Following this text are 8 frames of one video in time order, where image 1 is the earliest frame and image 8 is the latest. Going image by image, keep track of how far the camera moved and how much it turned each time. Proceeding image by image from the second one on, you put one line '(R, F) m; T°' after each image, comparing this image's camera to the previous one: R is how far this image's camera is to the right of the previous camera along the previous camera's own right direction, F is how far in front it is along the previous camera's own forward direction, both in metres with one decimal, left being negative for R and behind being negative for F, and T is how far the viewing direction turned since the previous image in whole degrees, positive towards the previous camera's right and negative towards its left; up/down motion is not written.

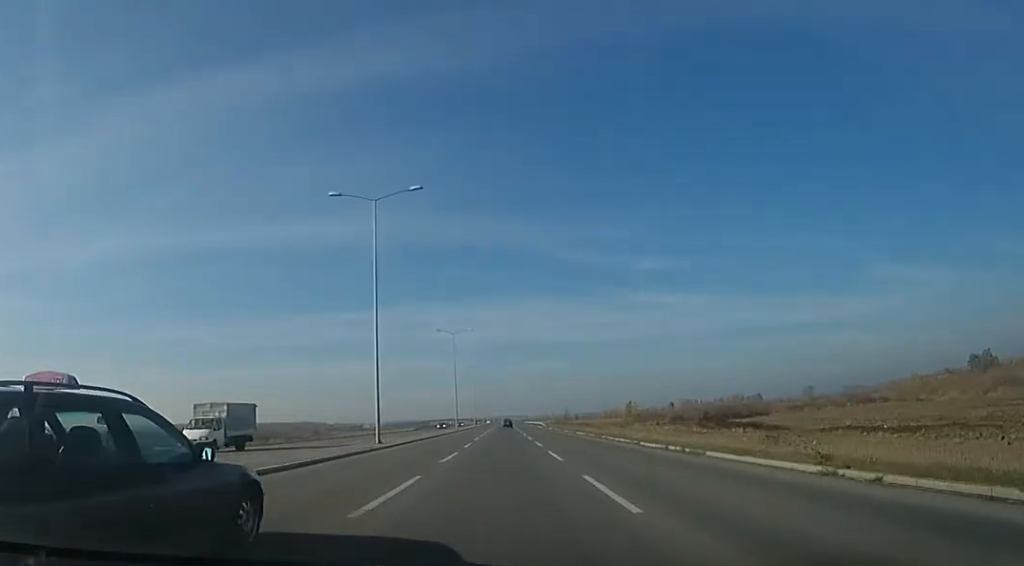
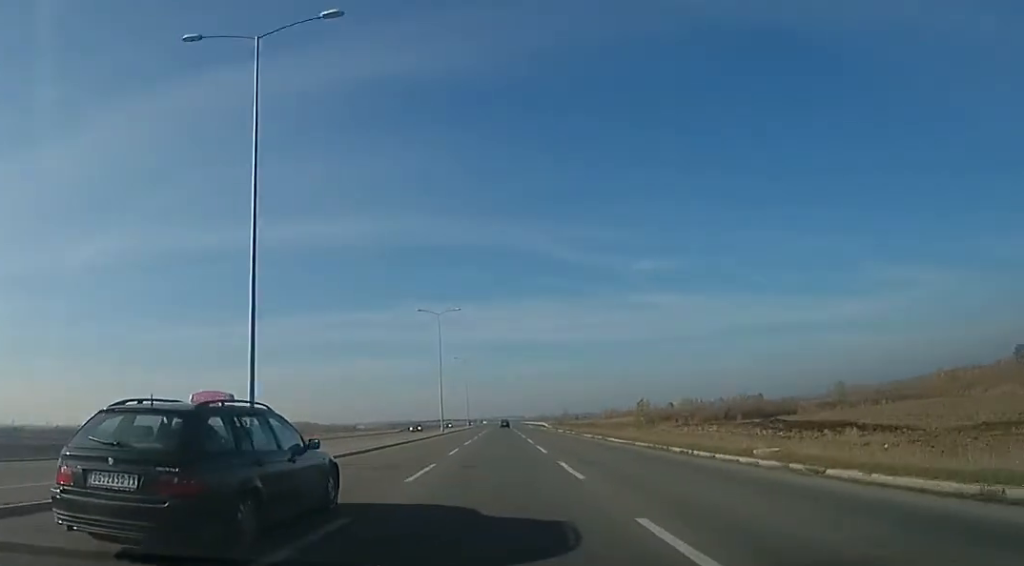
(+0.1, +15.7) m; 0°
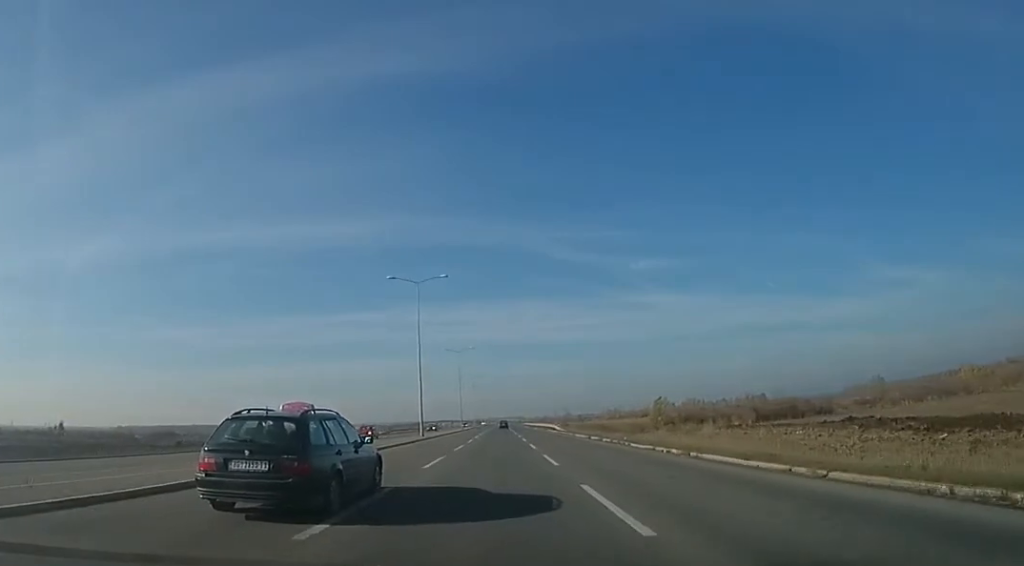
(0.0, +16.1) m; -1°
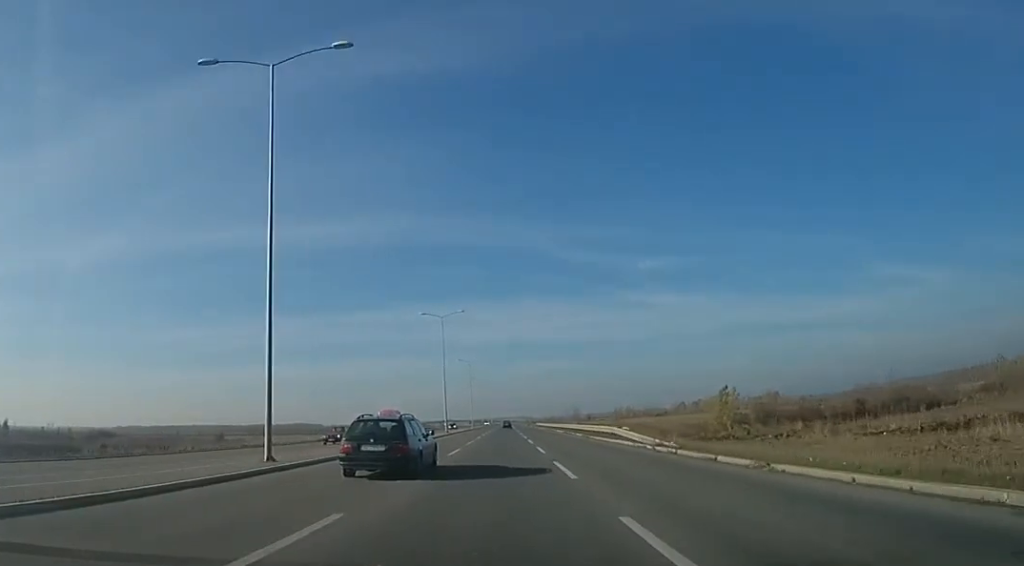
(-1.6, +34.3) m; -3°
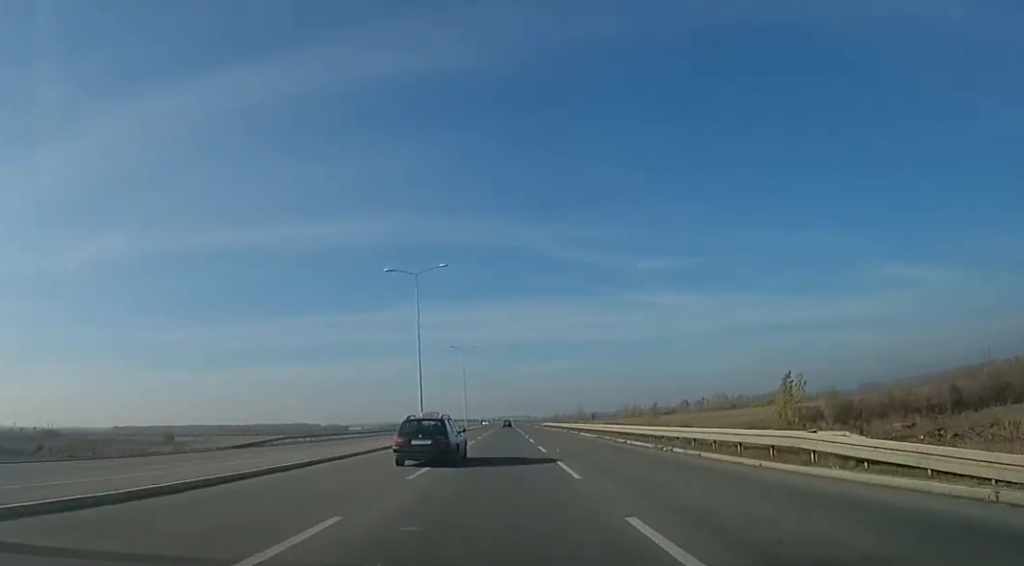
(+0.6, +20.5) m; +2°
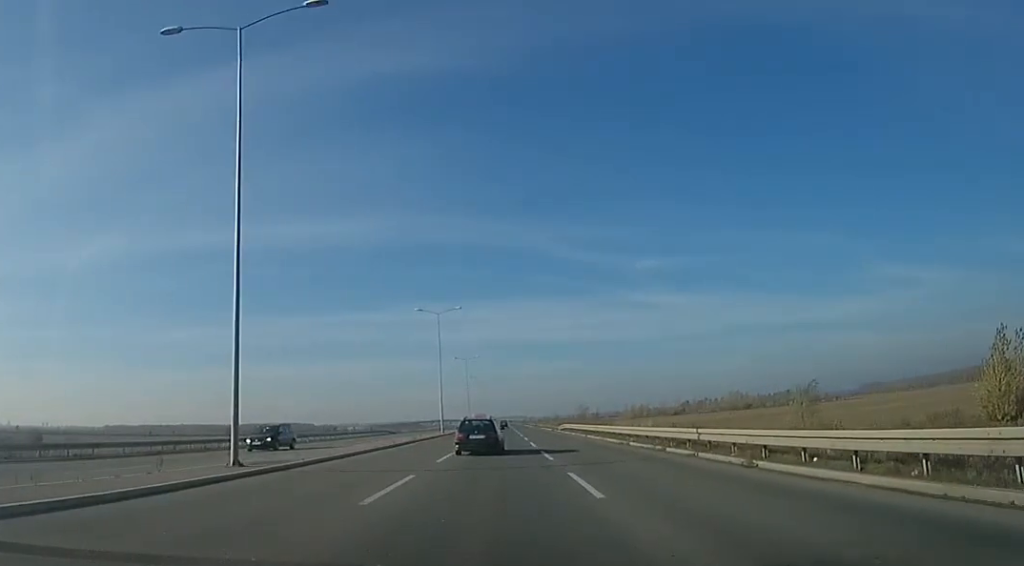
(+0.5, +33.9) m; -1°
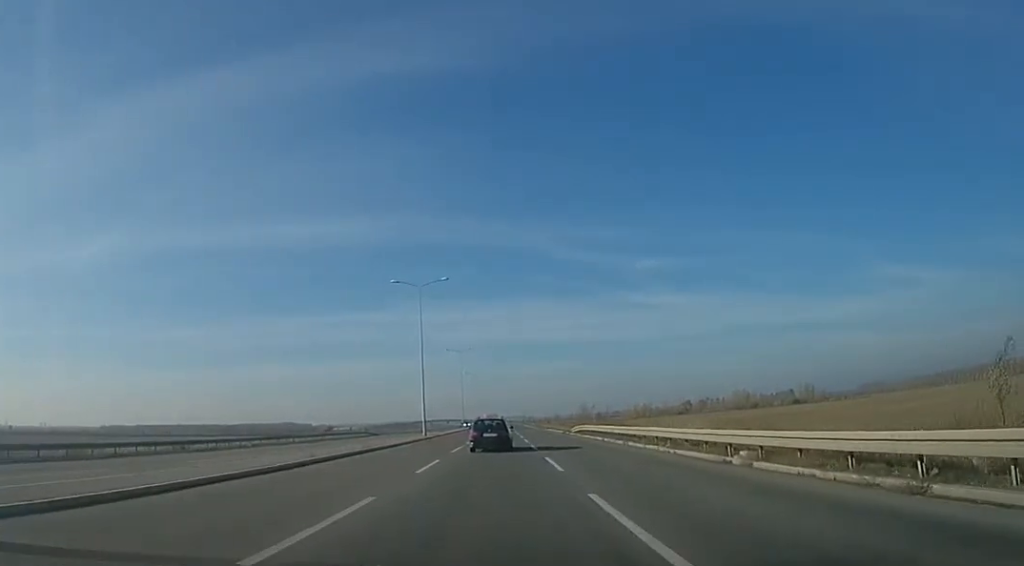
(-0.6, +14.1) m; 0°
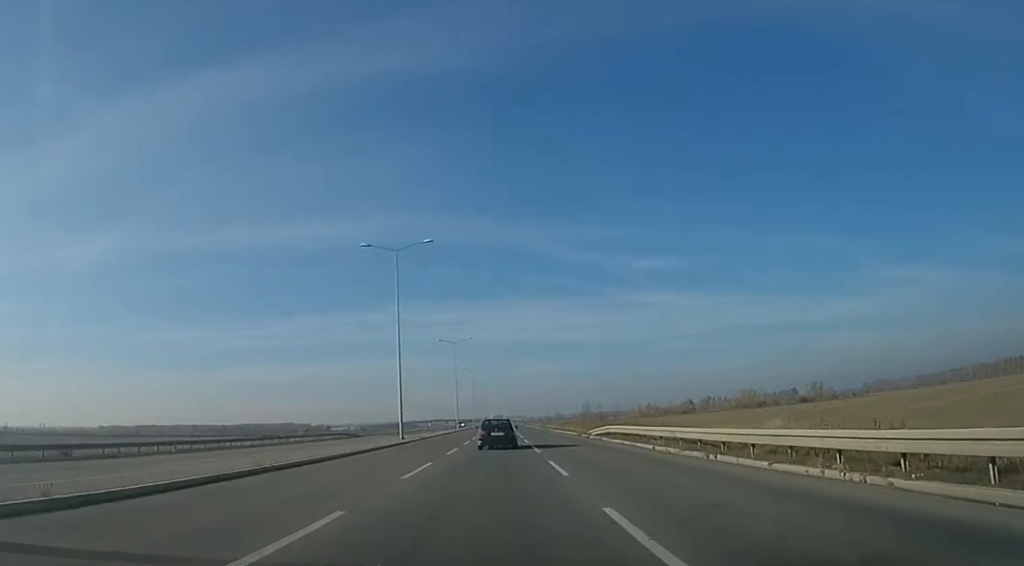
(-0.1, +11.8) m; 0°
